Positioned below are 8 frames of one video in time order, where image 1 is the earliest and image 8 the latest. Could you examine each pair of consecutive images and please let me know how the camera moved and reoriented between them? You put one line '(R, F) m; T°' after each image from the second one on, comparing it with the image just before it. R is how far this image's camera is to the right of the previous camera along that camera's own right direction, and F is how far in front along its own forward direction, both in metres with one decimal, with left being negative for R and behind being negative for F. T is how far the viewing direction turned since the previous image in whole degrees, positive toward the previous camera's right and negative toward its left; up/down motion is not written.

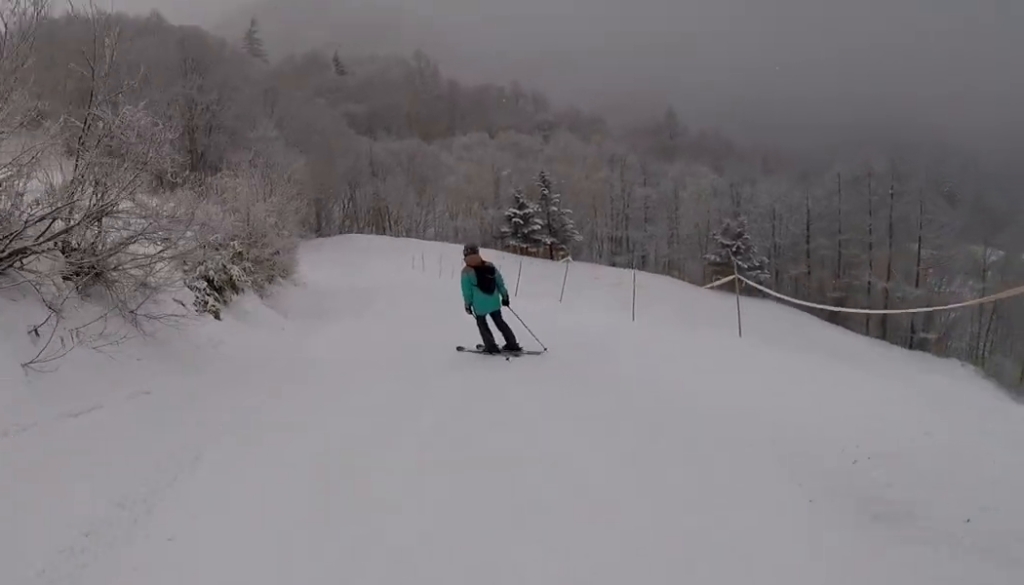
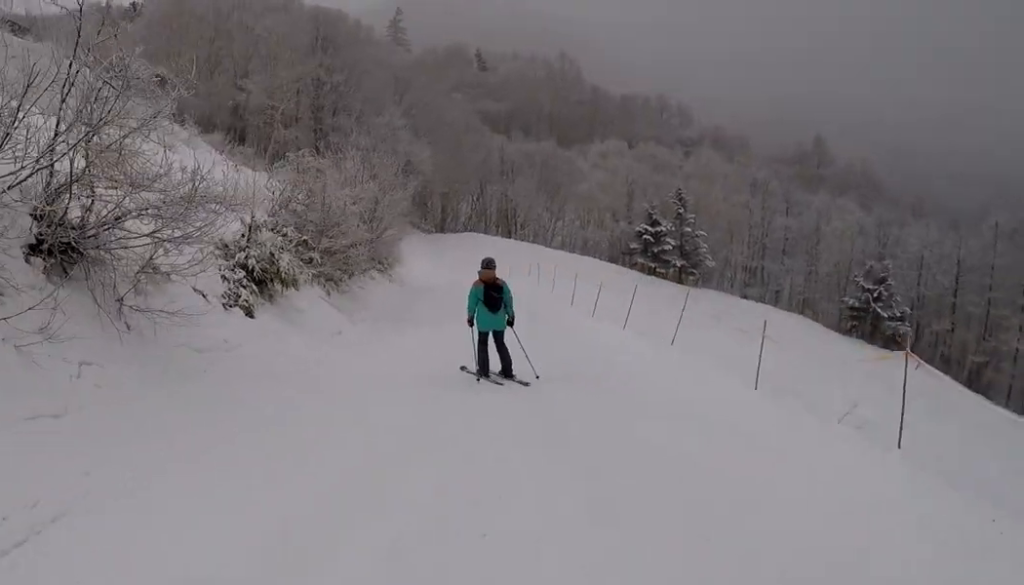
(0.0, +2.6) m; -3°
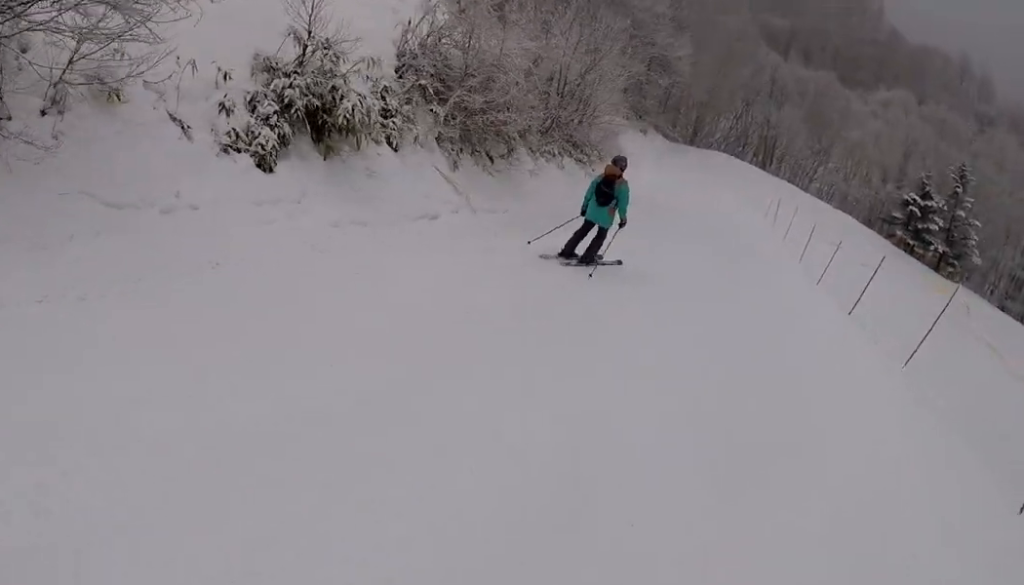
(+0.6, +4.4) m; -9°
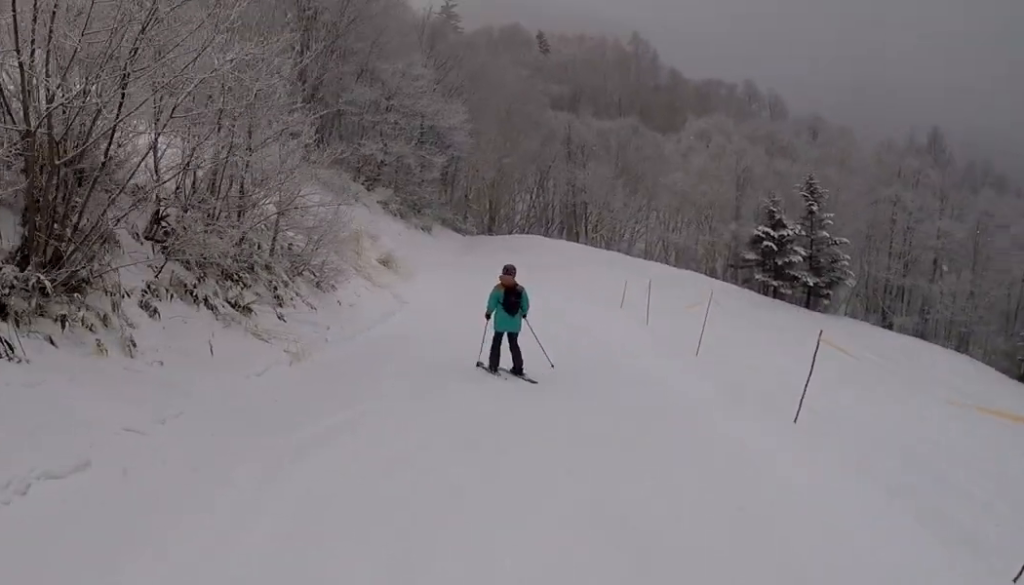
(+0.3, +14.7) m; +5°
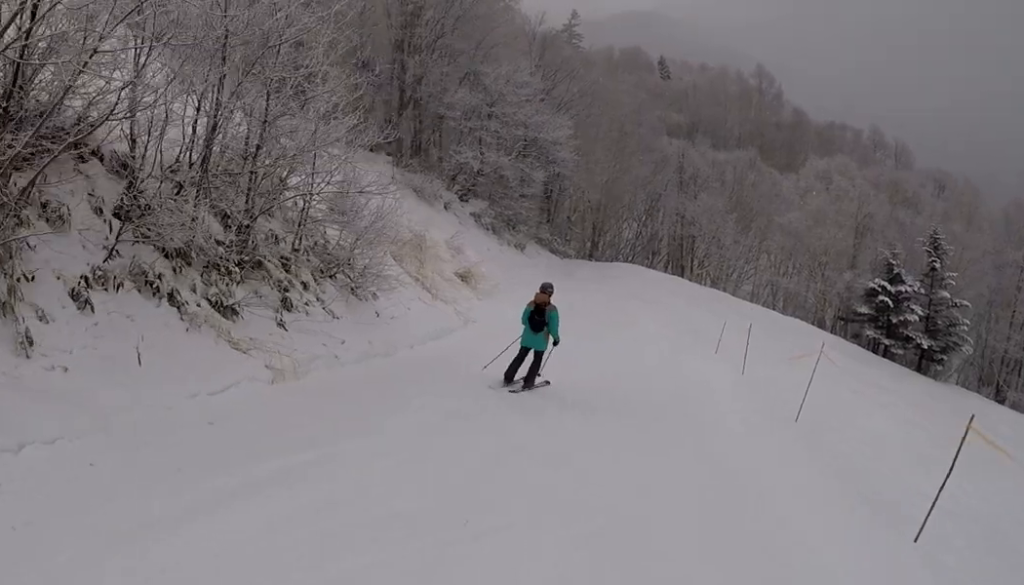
(-0.1, +2.2) m; -3°
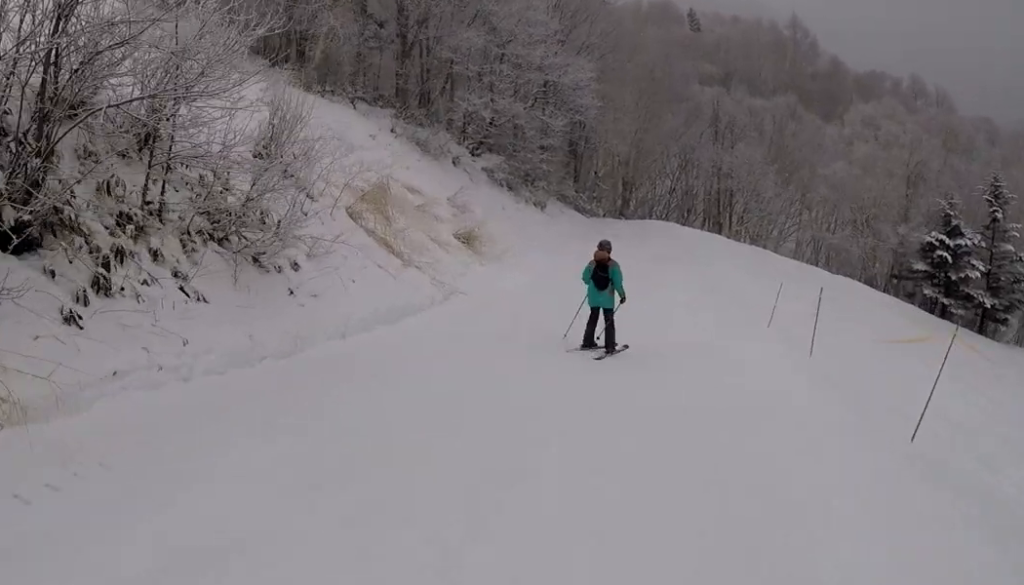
(-0.1, +4.0) m; -1°
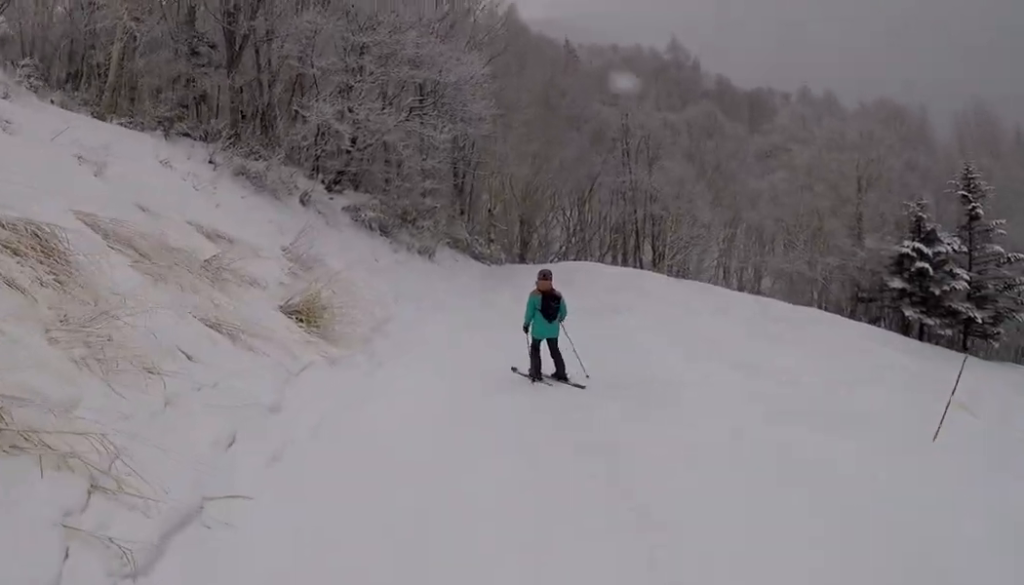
(-1.3, +10.2) m; -10°
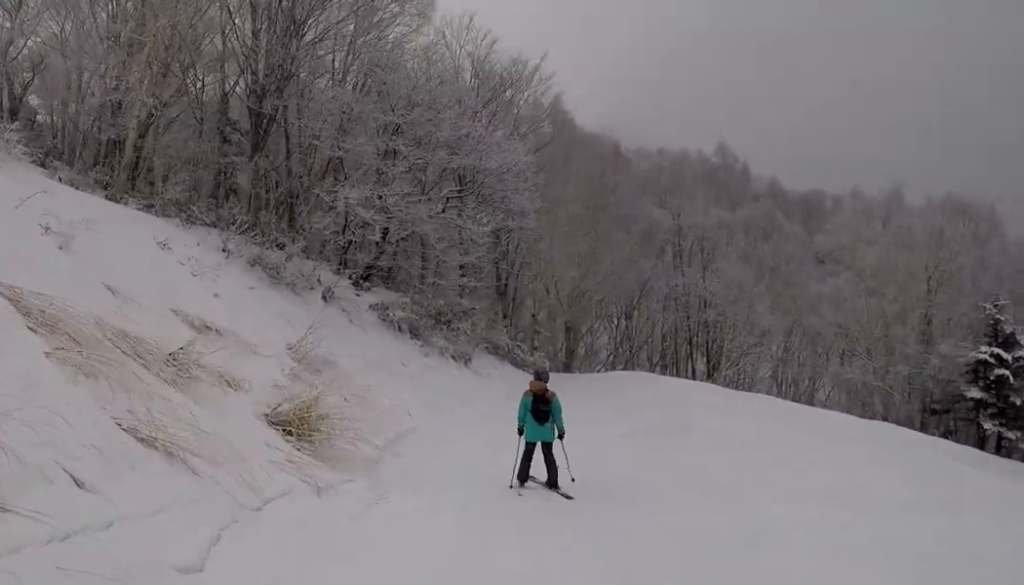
(-0.1, +2.4) m; +1°
